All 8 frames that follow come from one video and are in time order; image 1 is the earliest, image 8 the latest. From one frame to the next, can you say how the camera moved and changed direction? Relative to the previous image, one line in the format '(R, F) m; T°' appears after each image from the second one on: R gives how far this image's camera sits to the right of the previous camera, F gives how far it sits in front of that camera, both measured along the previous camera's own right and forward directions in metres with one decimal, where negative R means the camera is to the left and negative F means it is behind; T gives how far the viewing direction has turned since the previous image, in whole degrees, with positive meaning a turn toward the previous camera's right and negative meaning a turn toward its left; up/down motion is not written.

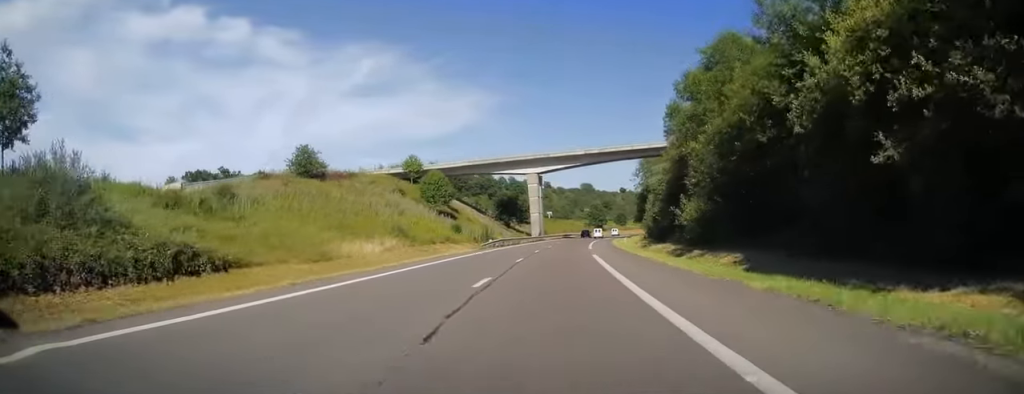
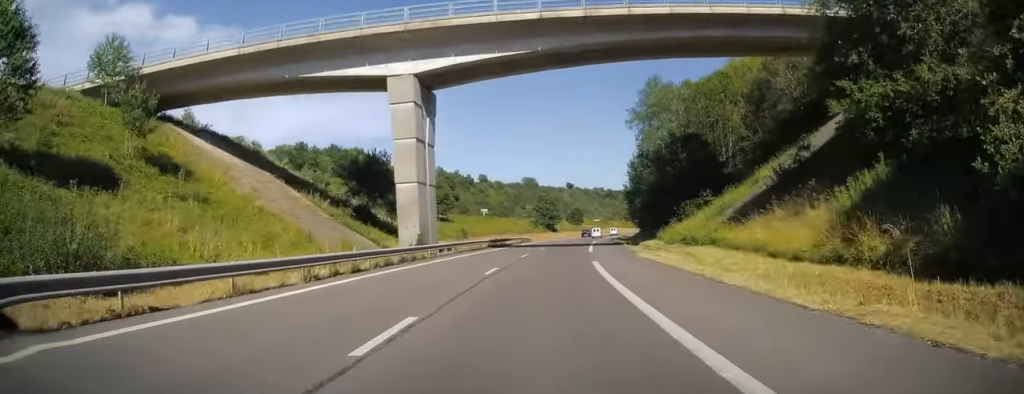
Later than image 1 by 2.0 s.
(+3.8, +59.8) m; +6°
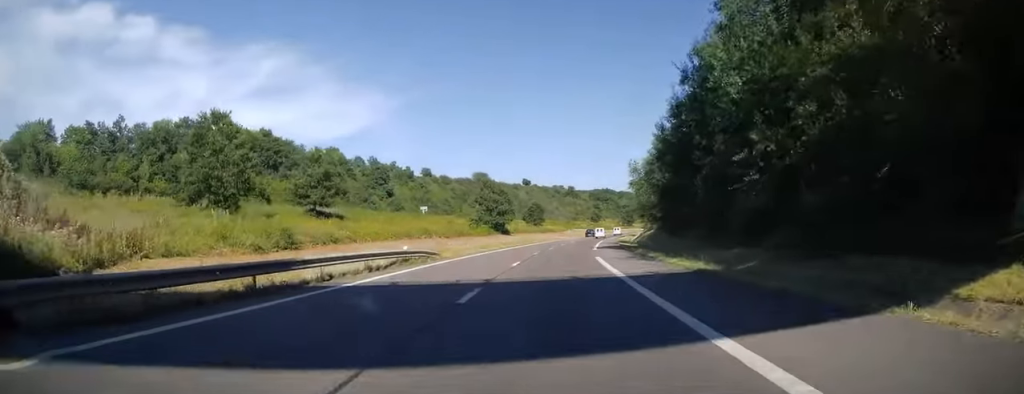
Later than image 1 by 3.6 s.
(+1.7, +46.6) m; +5°
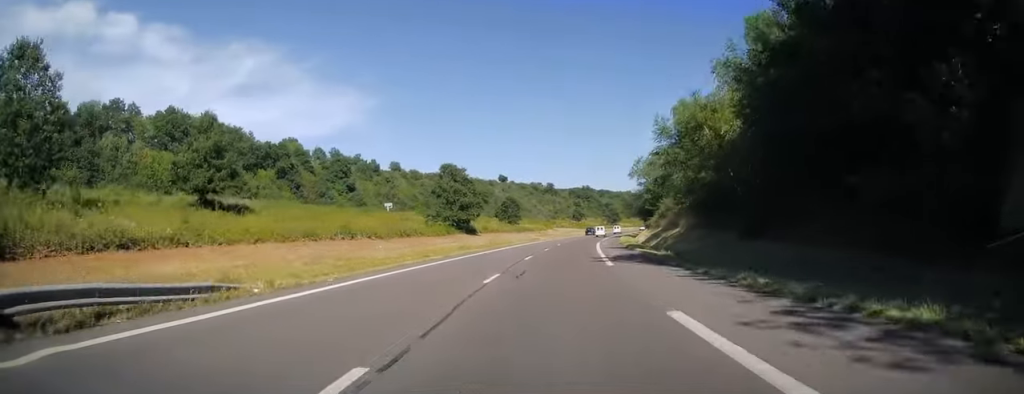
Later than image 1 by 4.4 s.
(+0.5, +21.5) m; +2°
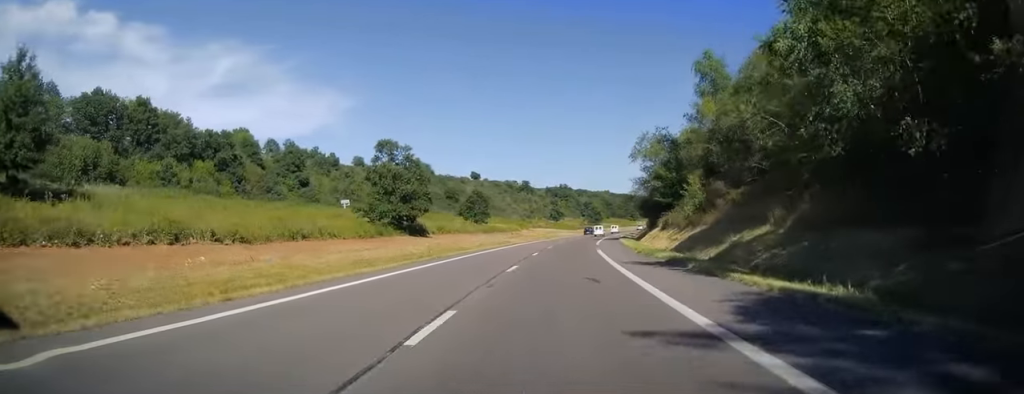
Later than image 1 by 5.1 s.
(+0.4, +21.5) m; +2°
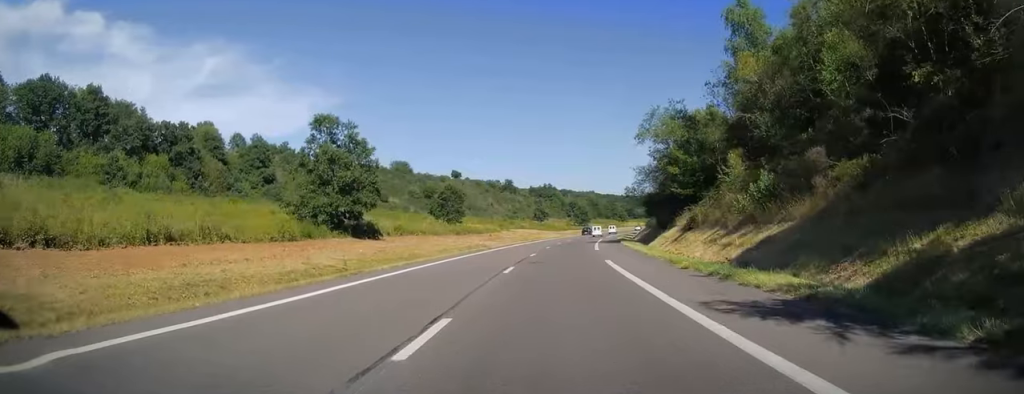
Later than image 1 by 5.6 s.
(+0.2, +13.7) m; +1°
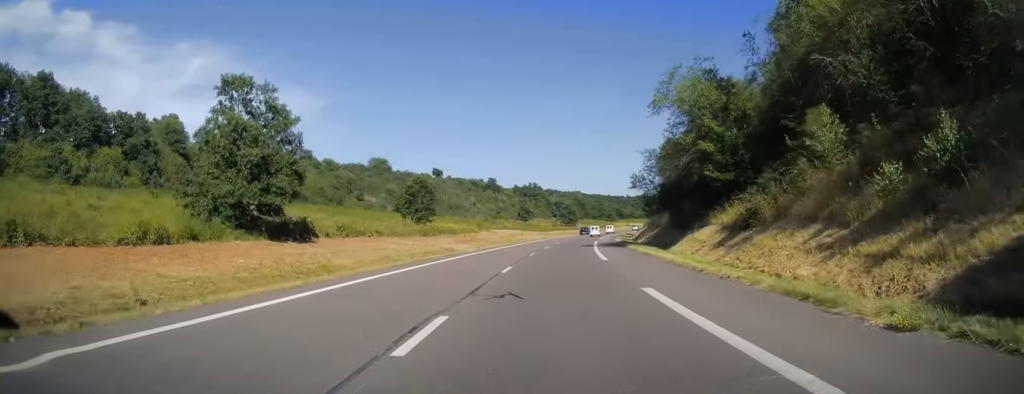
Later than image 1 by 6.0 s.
(-0.1, +12.7) m; +1°
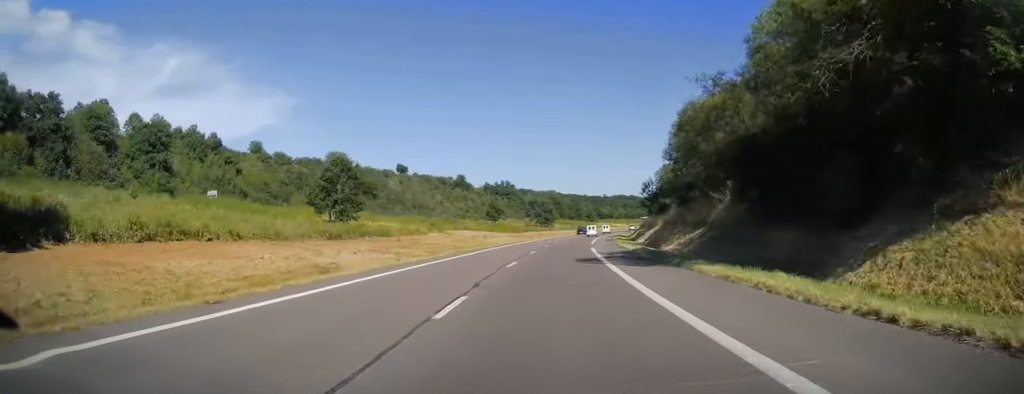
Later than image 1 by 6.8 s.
(+0.7, +23.2) m; +3°
